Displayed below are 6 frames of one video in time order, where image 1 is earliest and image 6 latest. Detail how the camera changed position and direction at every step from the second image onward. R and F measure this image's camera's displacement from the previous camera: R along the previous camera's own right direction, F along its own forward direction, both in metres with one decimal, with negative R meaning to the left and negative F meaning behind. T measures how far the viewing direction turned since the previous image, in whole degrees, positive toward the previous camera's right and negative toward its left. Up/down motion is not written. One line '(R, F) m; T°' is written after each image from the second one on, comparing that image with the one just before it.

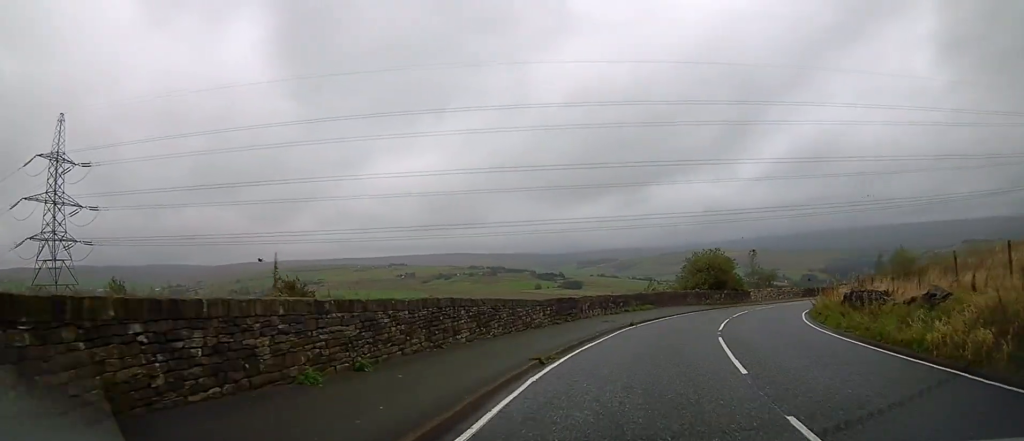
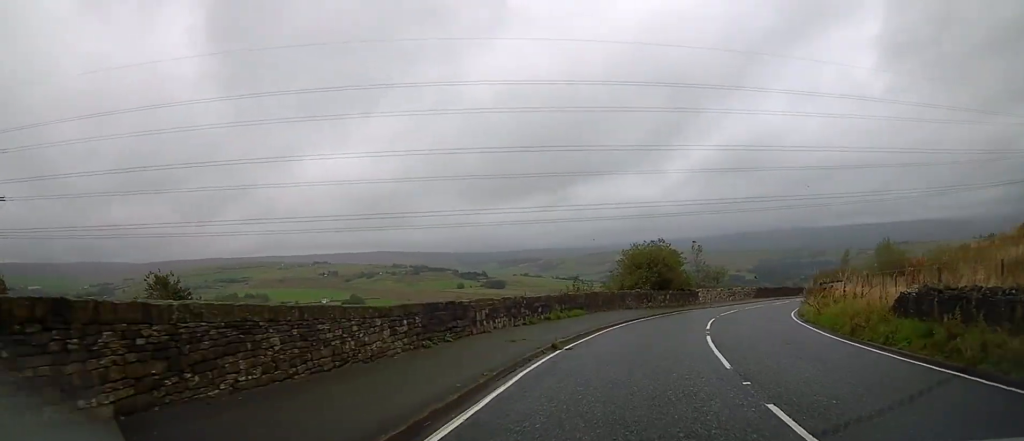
(+0.1, +8.8) m; +6°
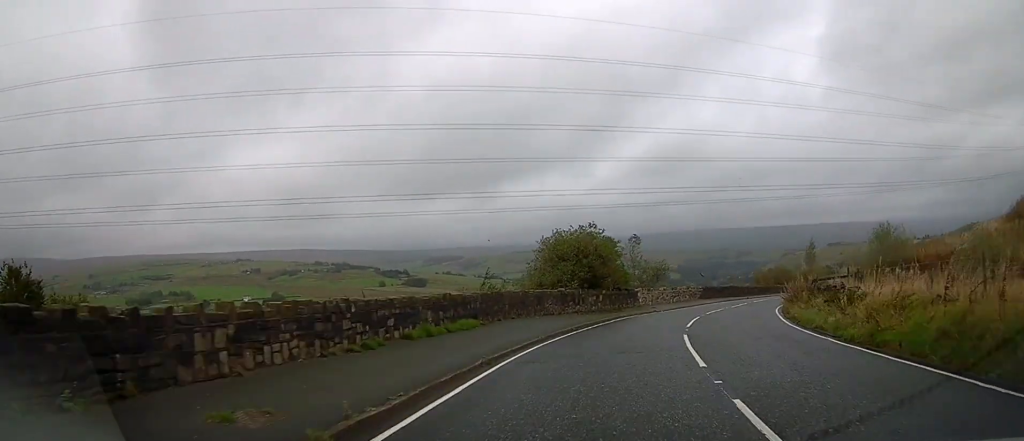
(+0.7, +8.8) m; +7°
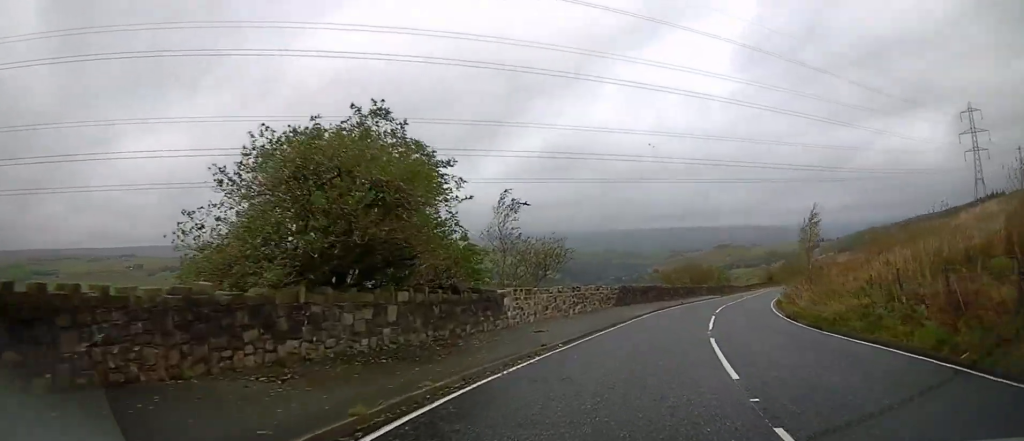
(+2.7, +18.7) m; +16°
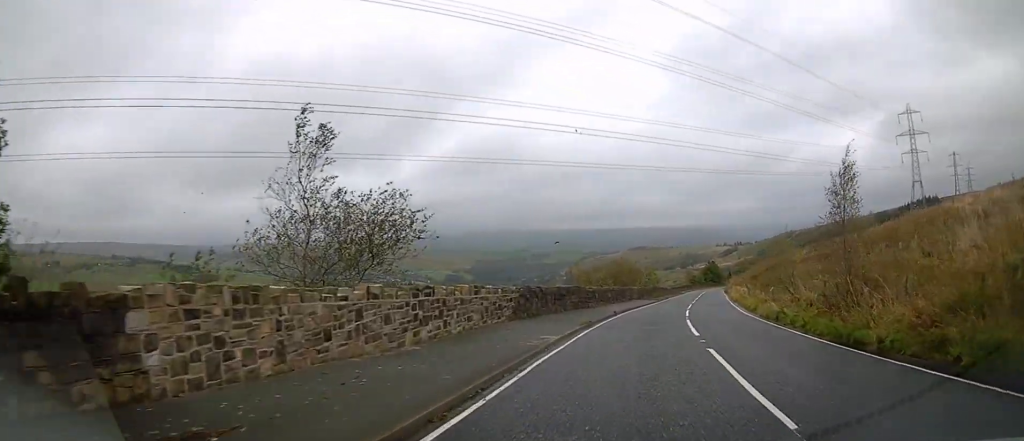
(+1.0, +11.6) m; +8°
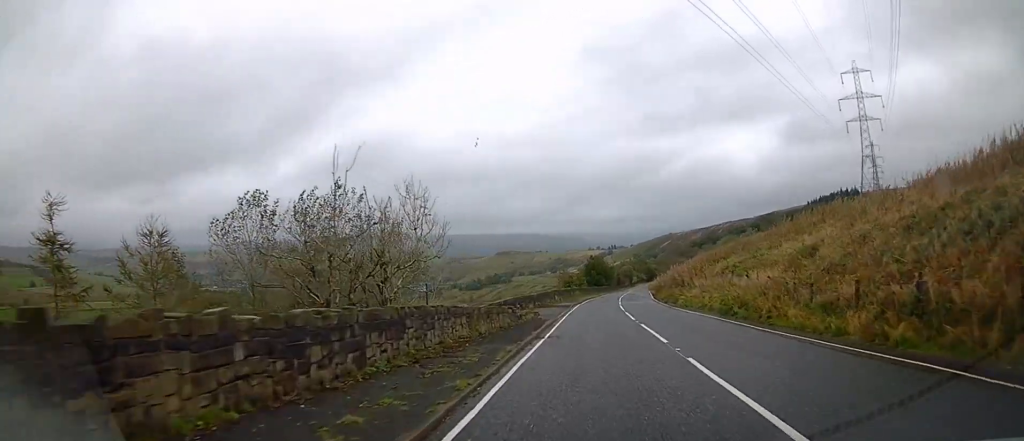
(+12.4, +61.7) m; +16°
